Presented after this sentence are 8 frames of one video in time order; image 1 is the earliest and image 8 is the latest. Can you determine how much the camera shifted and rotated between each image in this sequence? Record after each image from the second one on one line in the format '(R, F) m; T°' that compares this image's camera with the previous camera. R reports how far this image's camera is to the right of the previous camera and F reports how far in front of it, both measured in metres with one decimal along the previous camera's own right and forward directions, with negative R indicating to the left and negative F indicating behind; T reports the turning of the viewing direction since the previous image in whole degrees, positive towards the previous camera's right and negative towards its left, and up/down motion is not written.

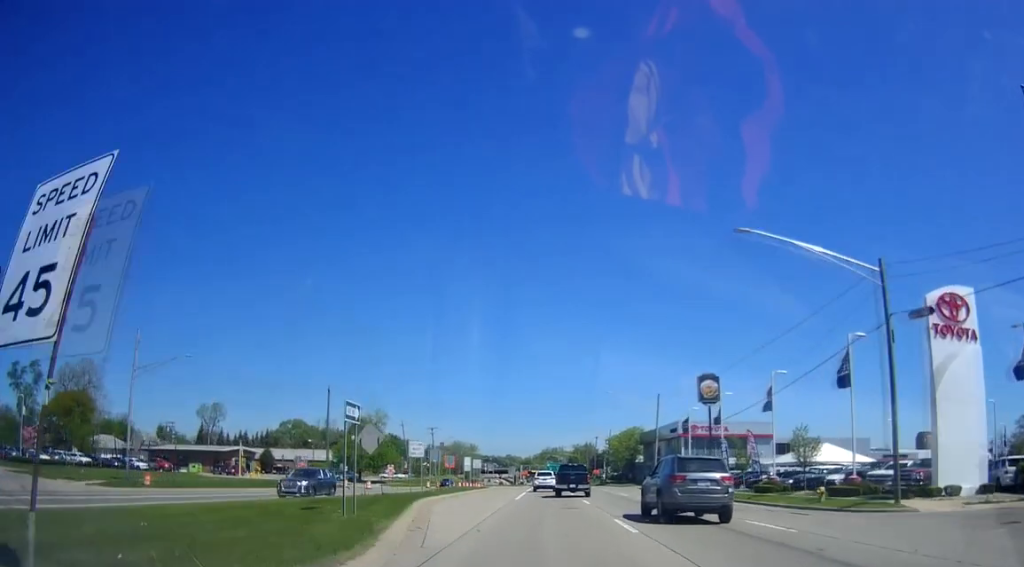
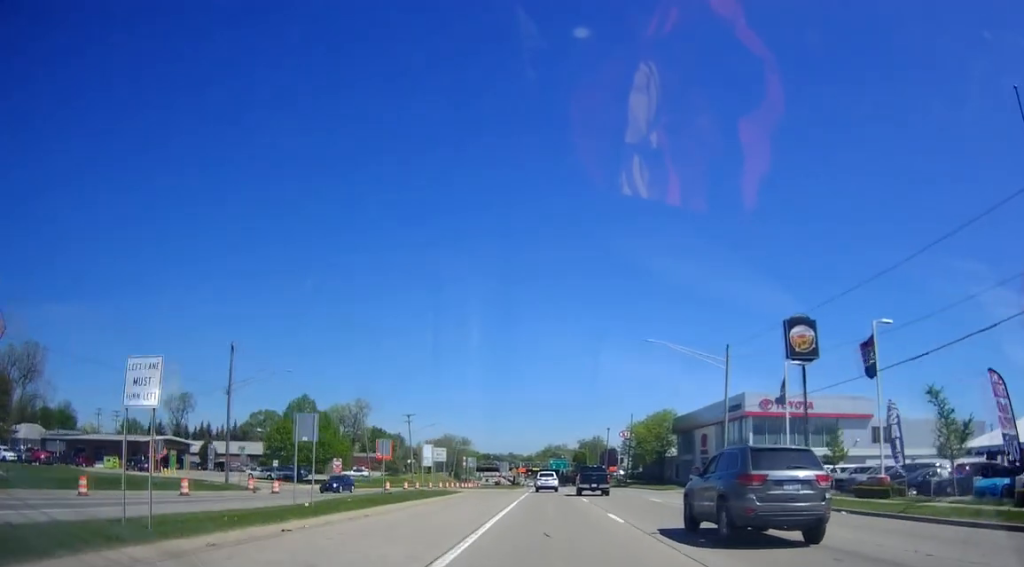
(+0.1, +28.0) m; 0°
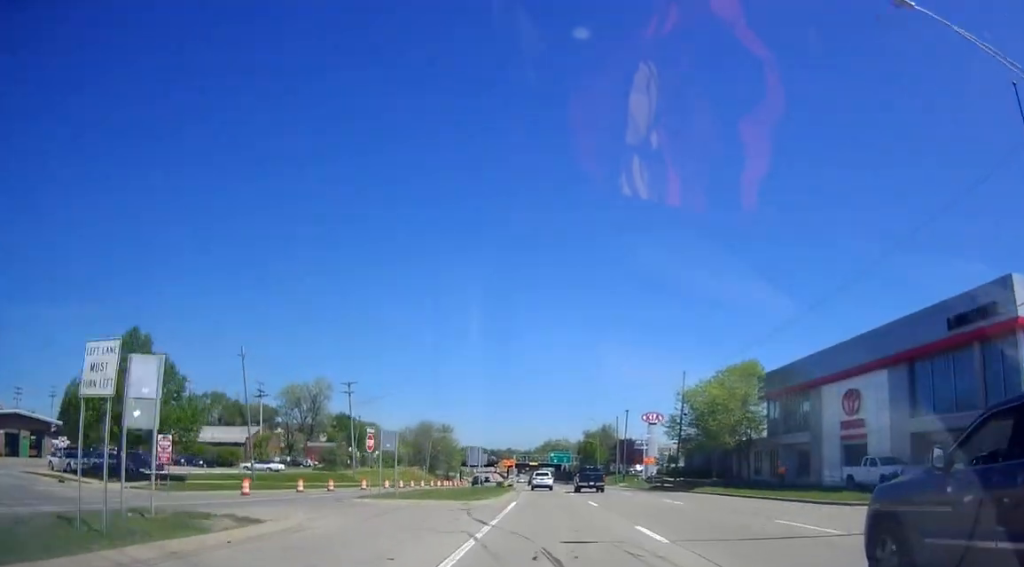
(0.0, +36.7) m; -2°
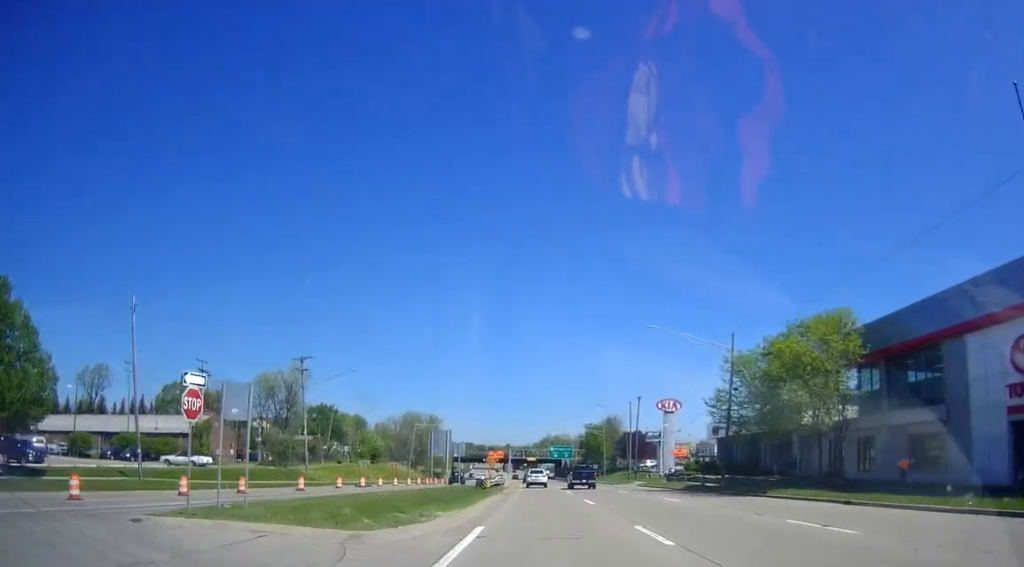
(-0.4, +16.4) m; 0°
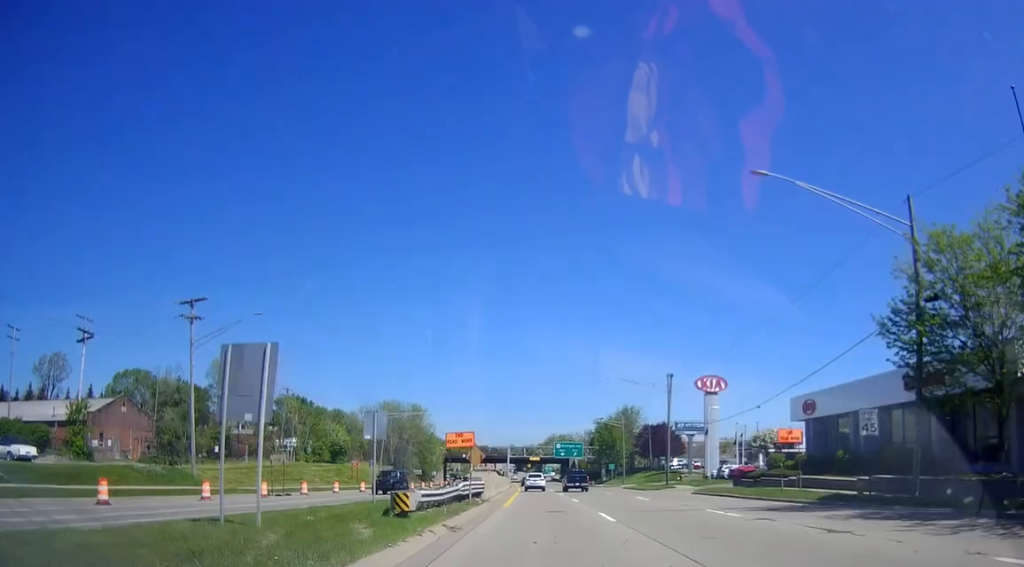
(+0.1, +23.4) m; 0°
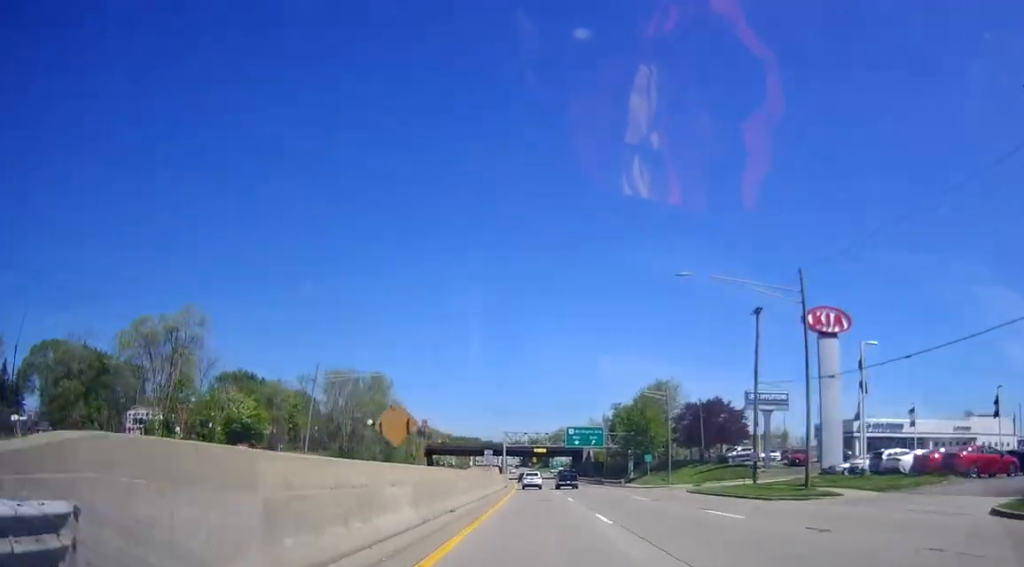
(-0.4, +31.6) m; -1°
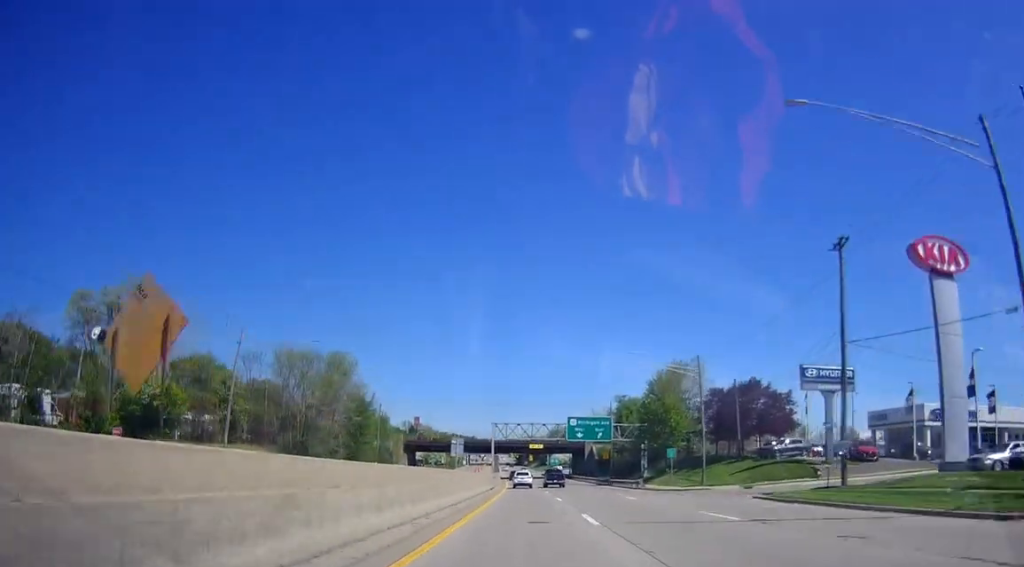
(+0.2, +16.3) m; +1°
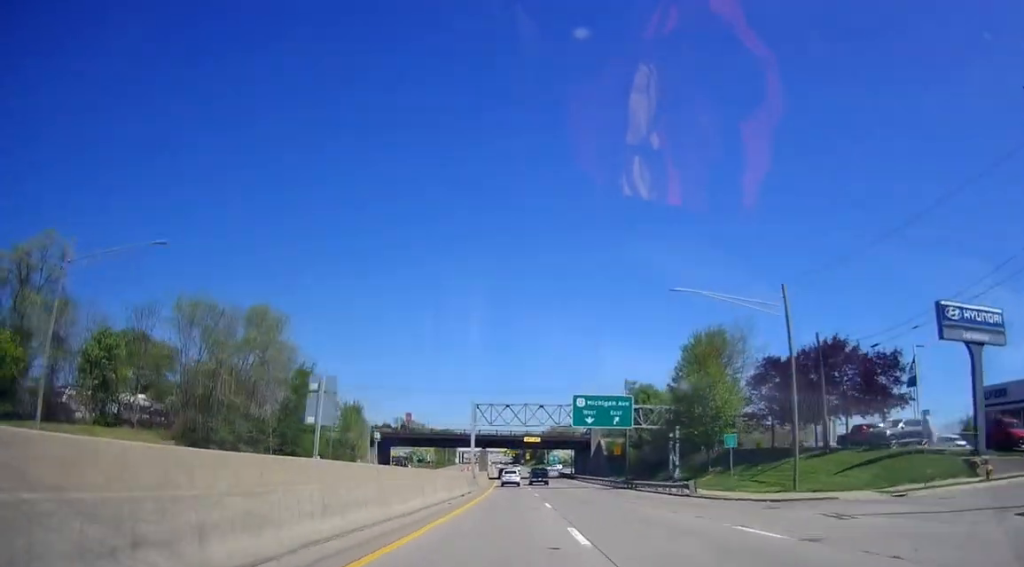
(+0.3, +20.7) m; 0°
